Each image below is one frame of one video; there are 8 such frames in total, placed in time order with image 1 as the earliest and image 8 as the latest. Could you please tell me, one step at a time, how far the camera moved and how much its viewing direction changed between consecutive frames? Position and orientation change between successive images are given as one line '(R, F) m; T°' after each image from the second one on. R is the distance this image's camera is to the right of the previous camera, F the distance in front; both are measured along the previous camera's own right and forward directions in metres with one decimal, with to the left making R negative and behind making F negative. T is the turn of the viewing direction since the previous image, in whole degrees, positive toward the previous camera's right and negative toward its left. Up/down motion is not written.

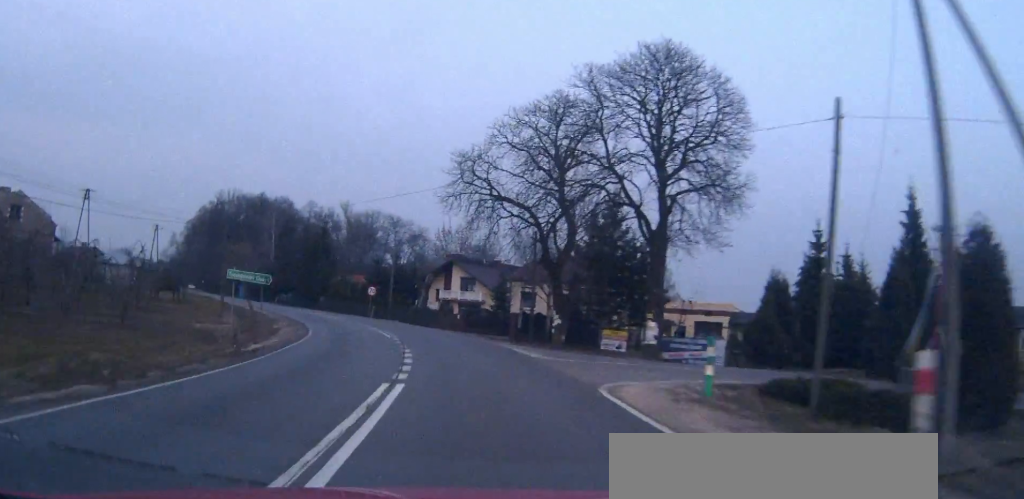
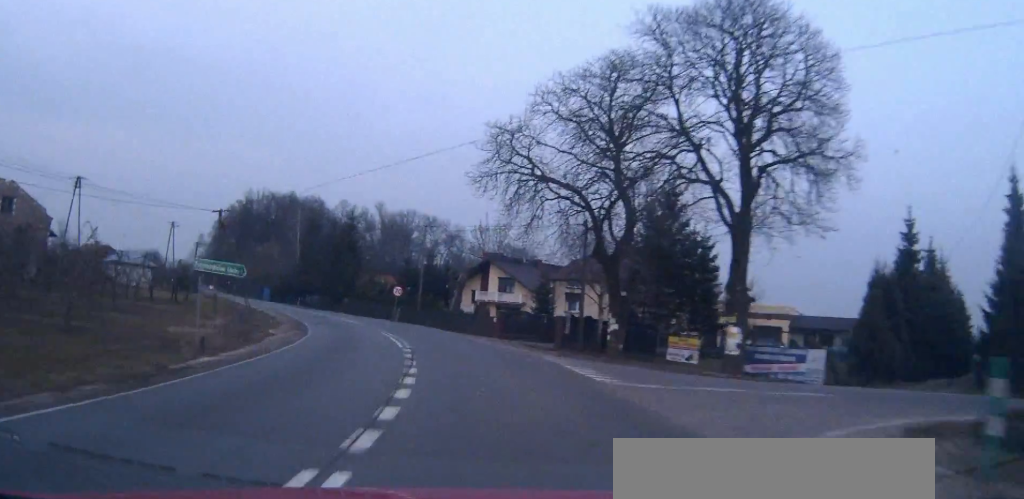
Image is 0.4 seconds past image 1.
(0.0, +7.0) m; -3°
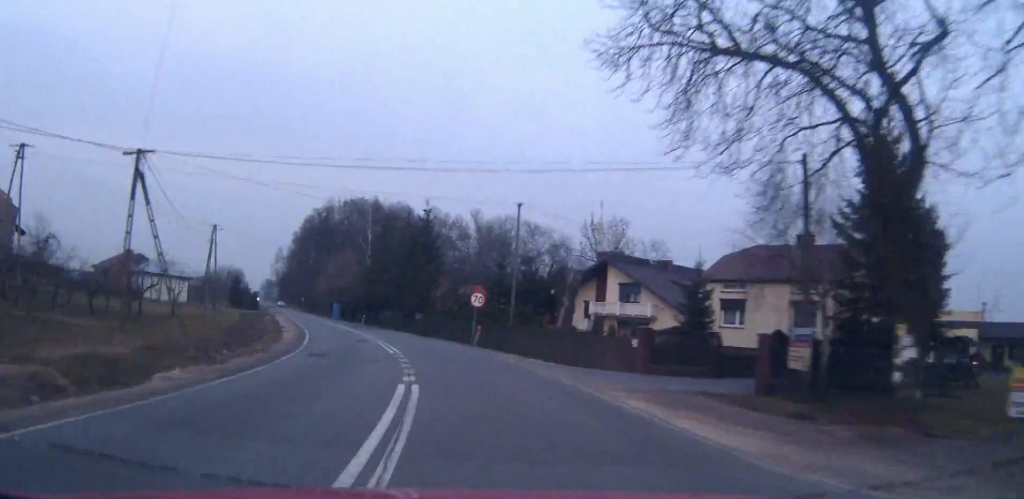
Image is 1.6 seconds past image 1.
(-1.3, +18.3) m; -8°
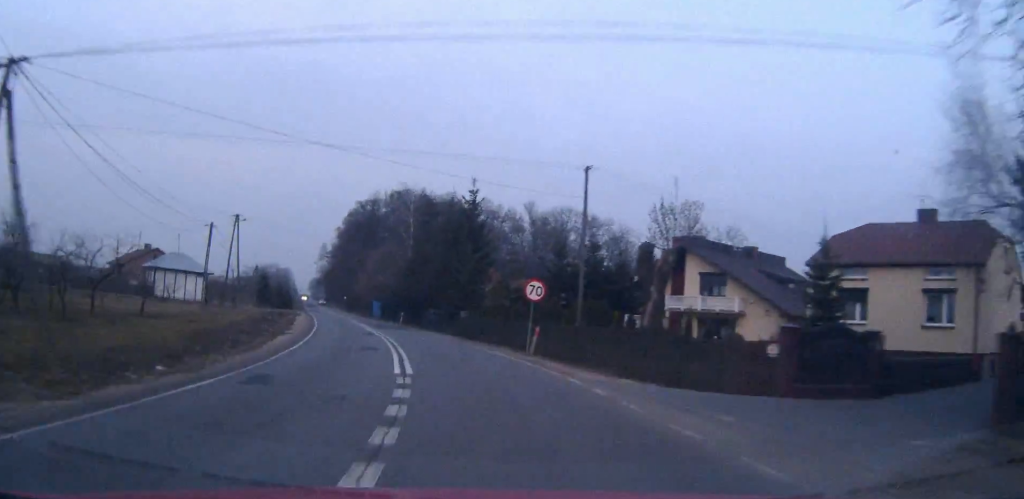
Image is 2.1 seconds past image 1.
(-0.4, +9.3) m; -4°
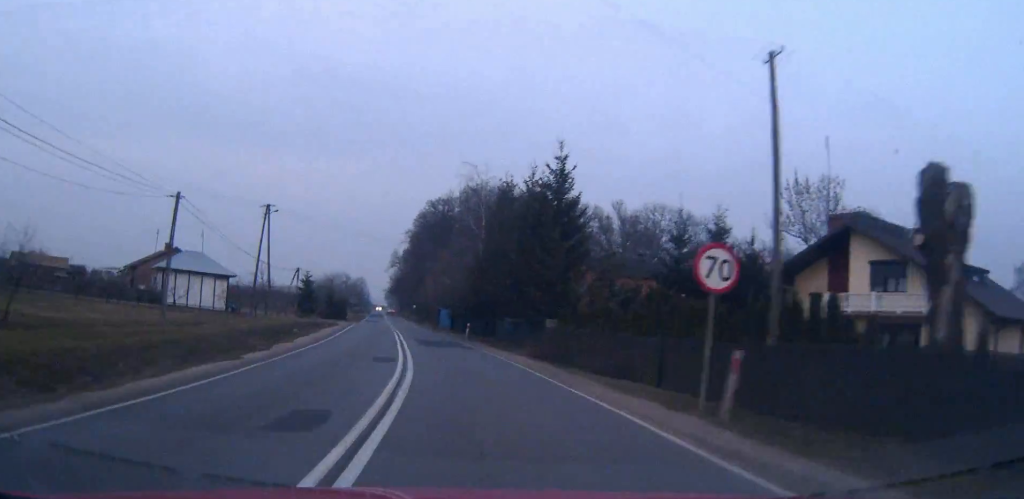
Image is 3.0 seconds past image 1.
(-0.9, +14.8) m; -6°
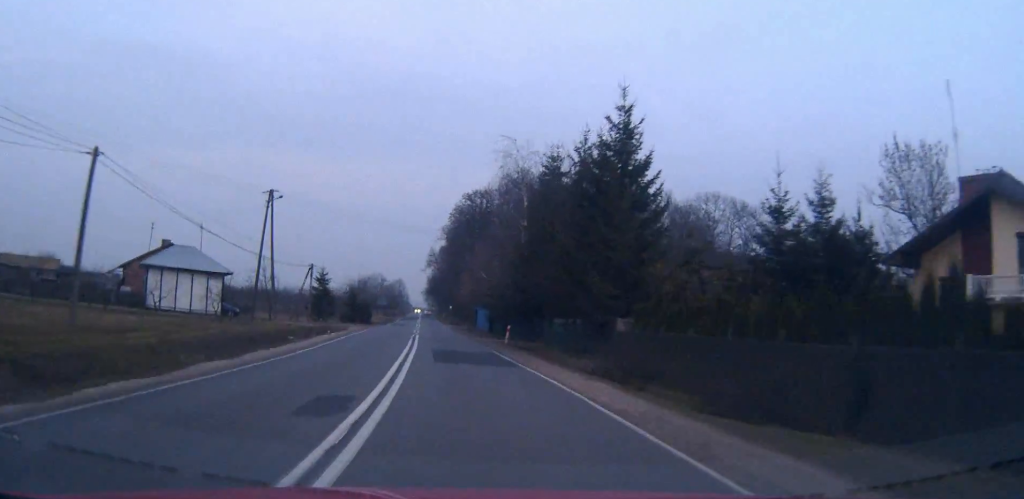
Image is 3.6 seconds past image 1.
(-0.3, +9.9) m; -4°
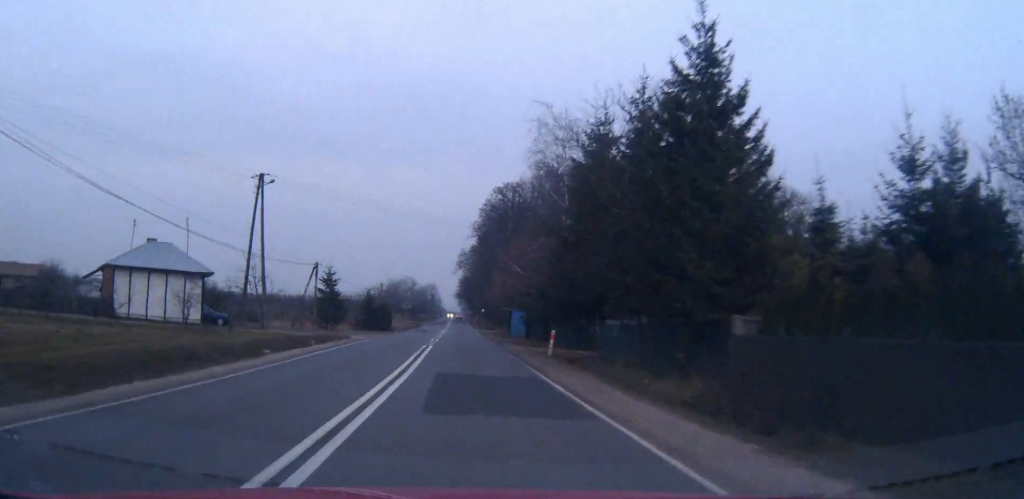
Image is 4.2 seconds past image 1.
(-0.3, +9.5) m; -3°
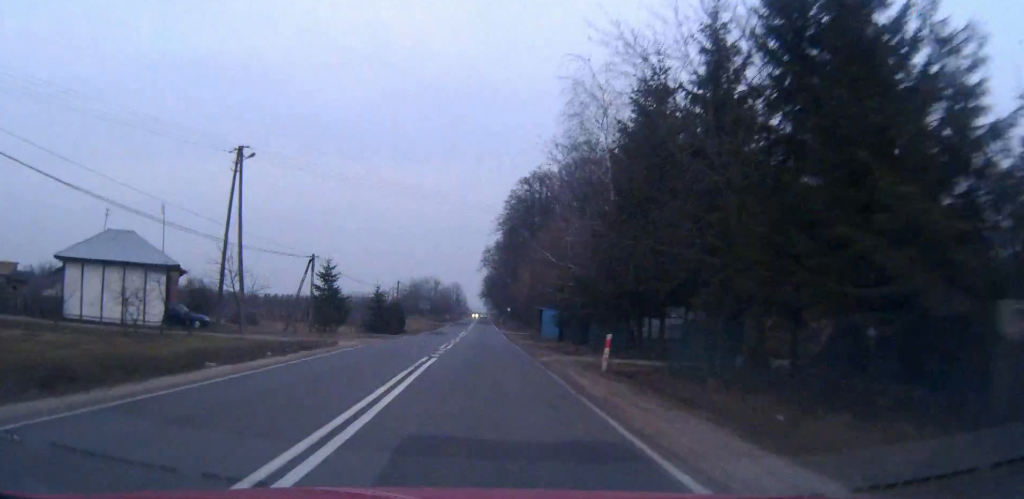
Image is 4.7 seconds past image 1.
(-0.2, +8.4) m; -2°
